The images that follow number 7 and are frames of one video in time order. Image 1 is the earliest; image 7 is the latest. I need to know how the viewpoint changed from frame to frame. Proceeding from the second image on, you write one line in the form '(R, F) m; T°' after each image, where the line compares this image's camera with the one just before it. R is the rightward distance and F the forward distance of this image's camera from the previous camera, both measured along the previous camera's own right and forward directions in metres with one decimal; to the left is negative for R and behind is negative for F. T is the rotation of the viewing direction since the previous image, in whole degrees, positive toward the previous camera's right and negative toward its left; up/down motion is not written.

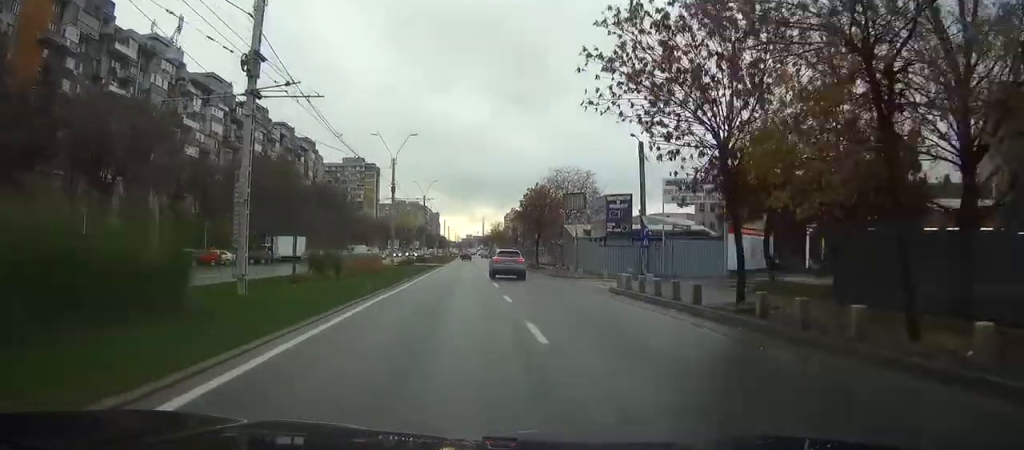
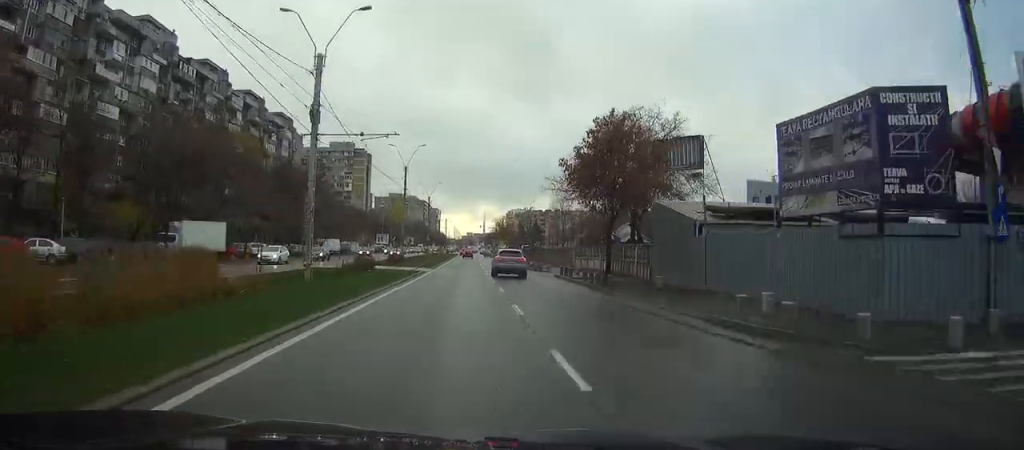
(-0.1, +31.5) m; 0°
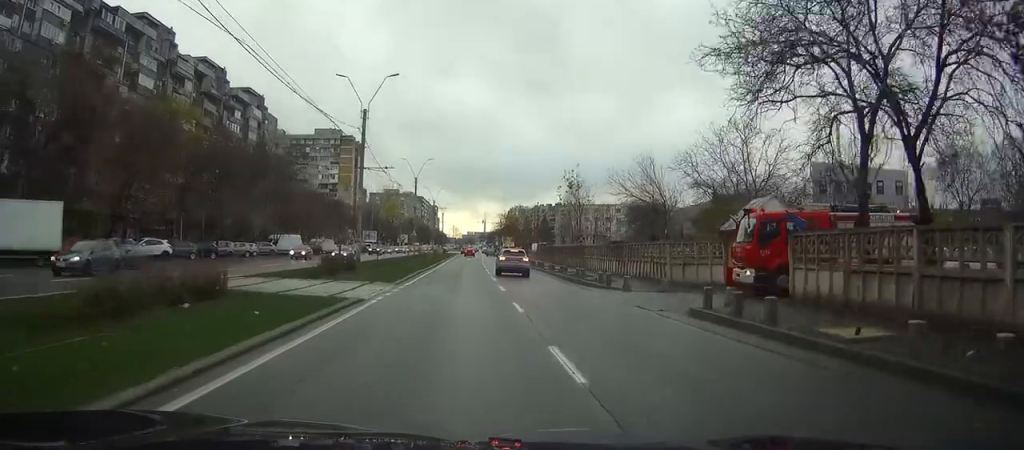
(+0.1, +27.8) m; 0°
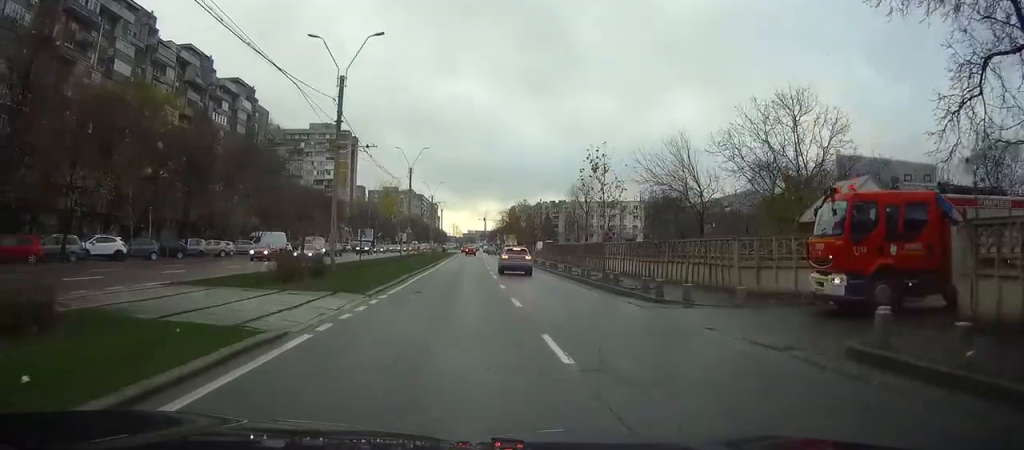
(0.0, +8.0) m; 0°
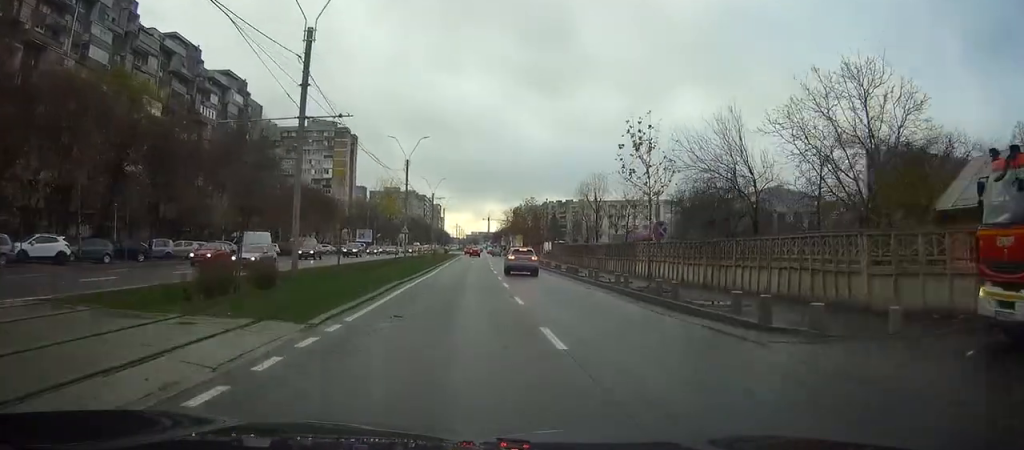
(0.0, +8.0) m; 0°
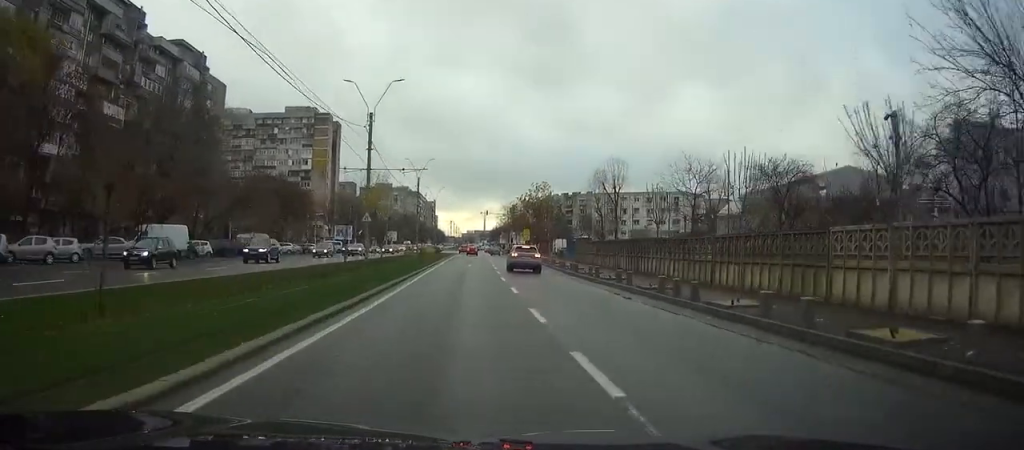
(-0.2, +22.3) m; 0°
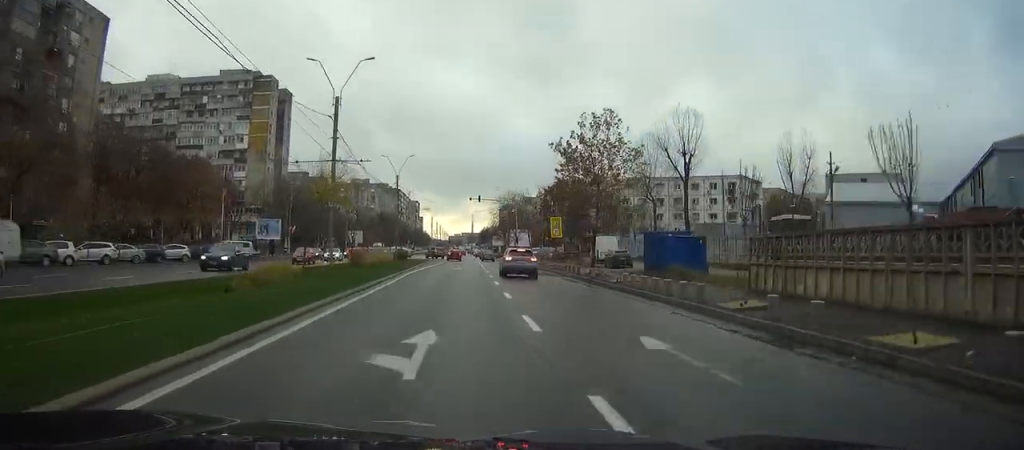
(+0.3, +45.3) m; +1°
